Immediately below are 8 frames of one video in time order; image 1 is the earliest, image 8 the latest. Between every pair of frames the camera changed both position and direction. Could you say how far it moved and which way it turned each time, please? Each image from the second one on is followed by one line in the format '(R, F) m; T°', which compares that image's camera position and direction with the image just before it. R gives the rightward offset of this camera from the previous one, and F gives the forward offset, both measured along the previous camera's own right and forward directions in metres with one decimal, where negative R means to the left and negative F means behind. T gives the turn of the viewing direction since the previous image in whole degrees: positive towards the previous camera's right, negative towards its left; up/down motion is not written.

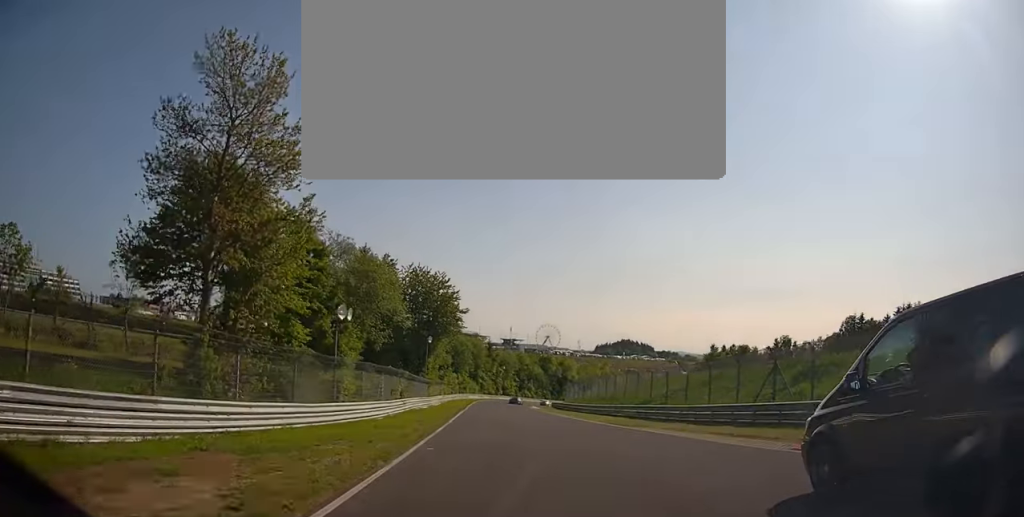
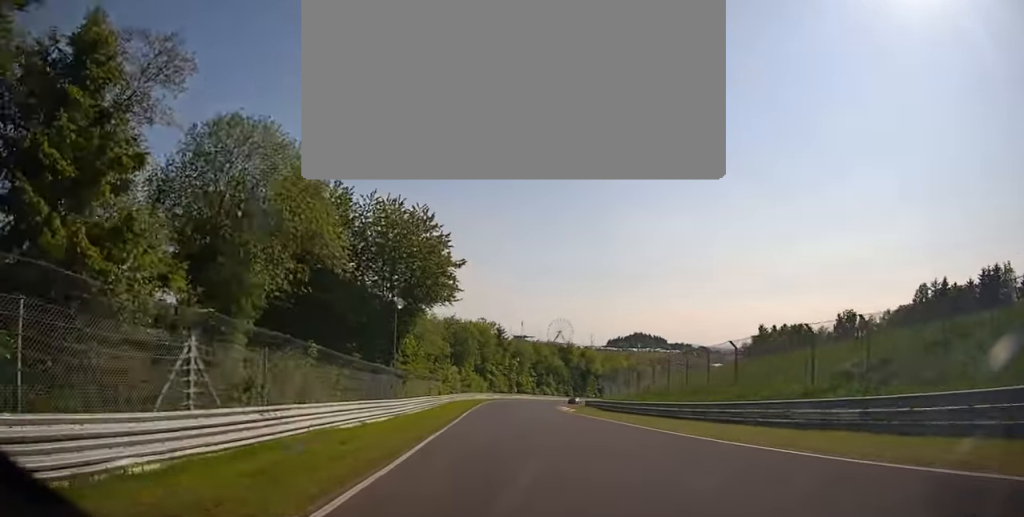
(-0.2, +25.2) m; +1°
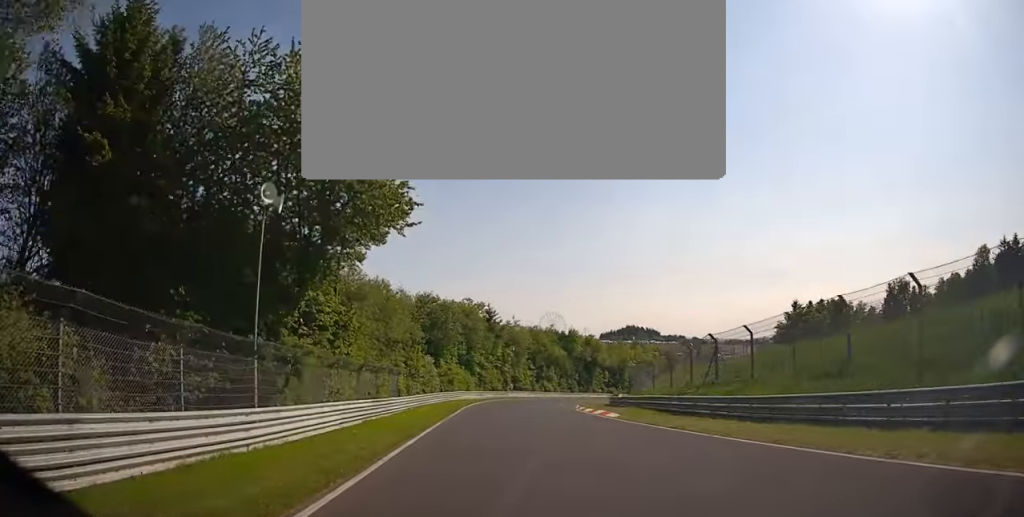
(-0.2, +20.9) m; +2°
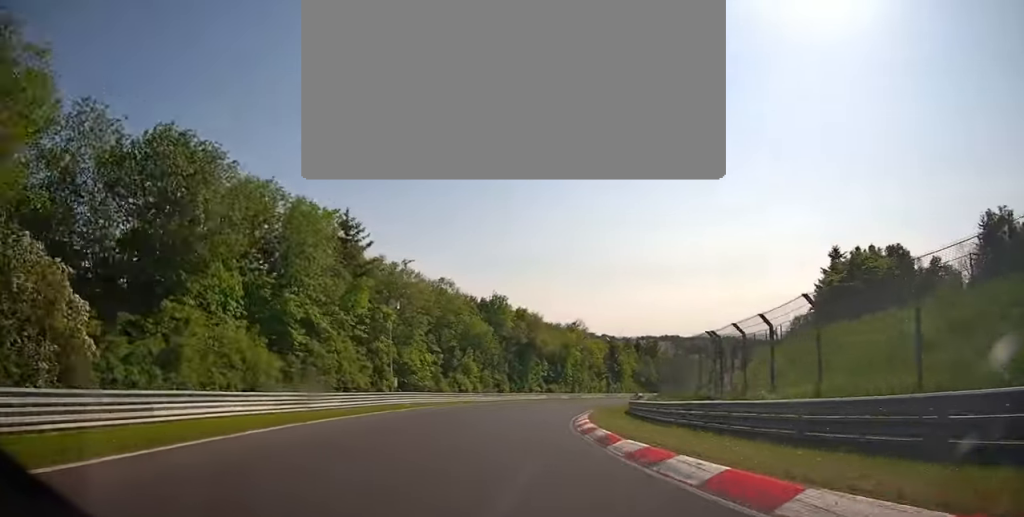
(+3.1, +44.1) m; +9°
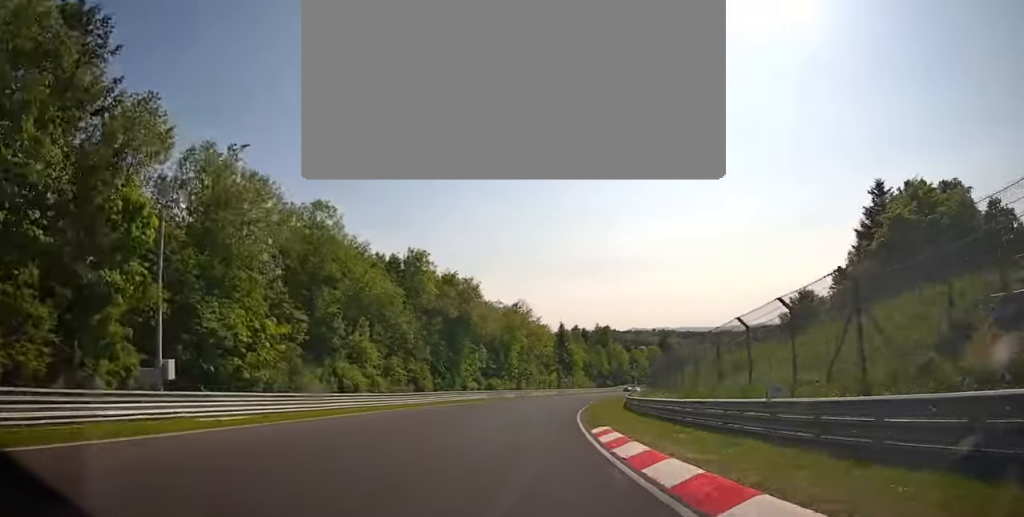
(+1.2, +25.0) m; +7°
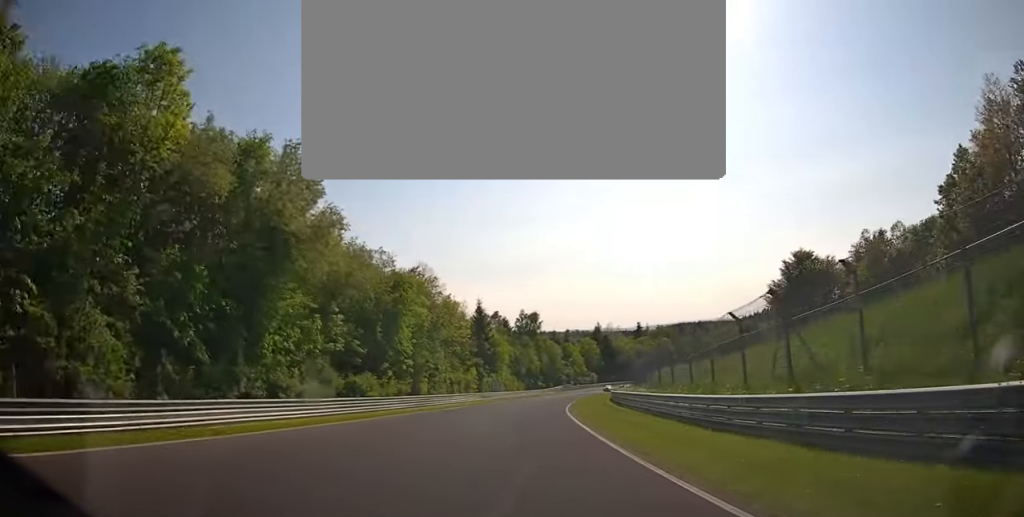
(+3.3, +34.2) m; +8°
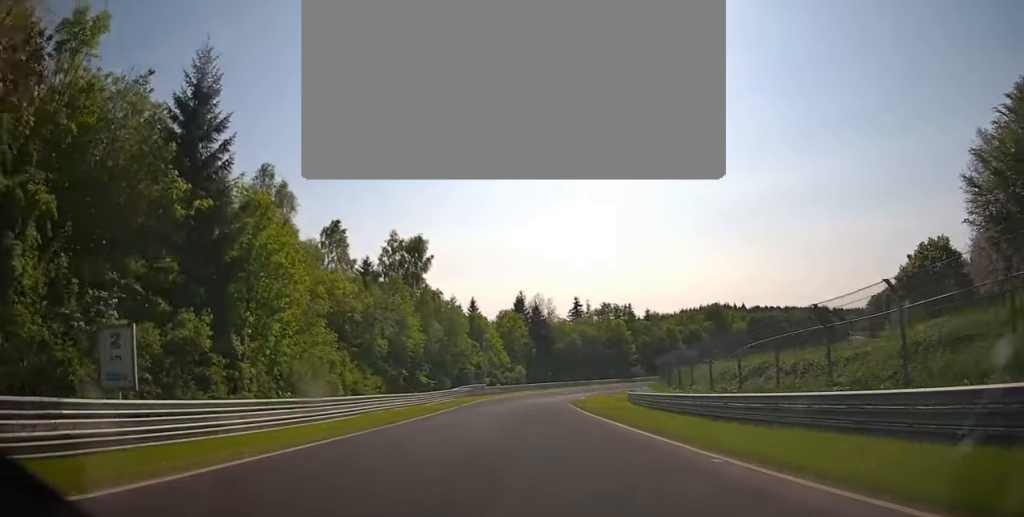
(+6.6, +65.0) m; +12°
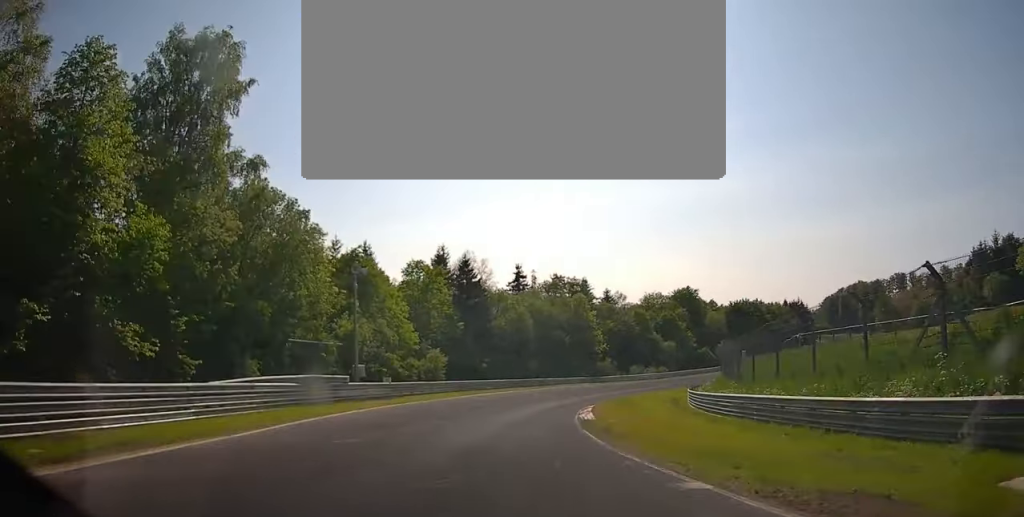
(+3.1, +38.5) m; +11°
